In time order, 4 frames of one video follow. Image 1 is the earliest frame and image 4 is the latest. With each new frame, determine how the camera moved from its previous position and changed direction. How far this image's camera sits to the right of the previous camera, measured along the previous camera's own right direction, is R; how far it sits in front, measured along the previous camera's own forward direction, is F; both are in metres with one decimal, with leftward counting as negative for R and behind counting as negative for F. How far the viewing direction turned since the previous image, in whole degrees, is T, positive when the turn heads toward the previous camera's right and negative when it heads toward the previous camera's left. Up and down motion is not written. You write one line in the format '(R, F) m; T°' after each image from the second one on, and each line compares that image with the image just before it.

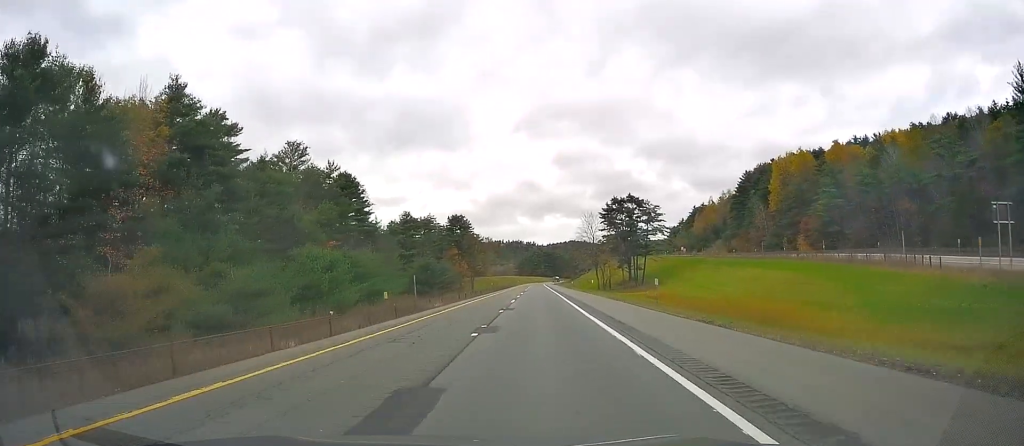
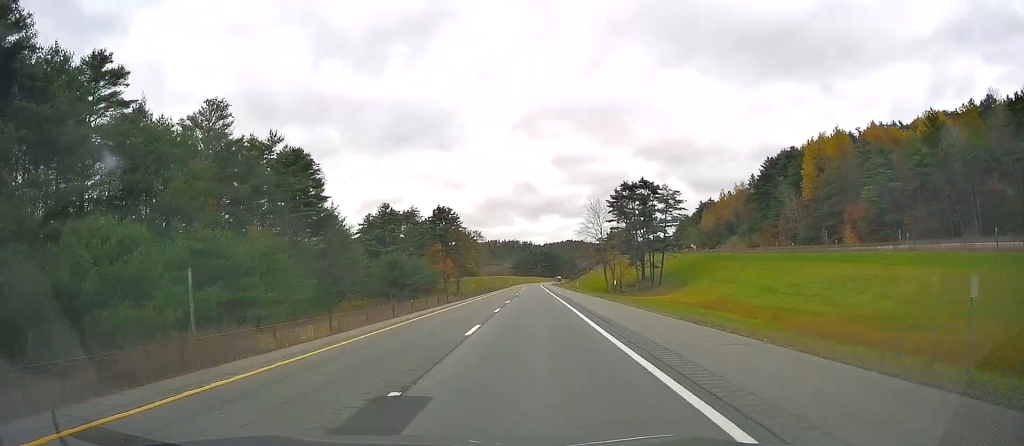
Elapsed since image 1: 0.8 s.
(+0.5, +23.7) m; 0°
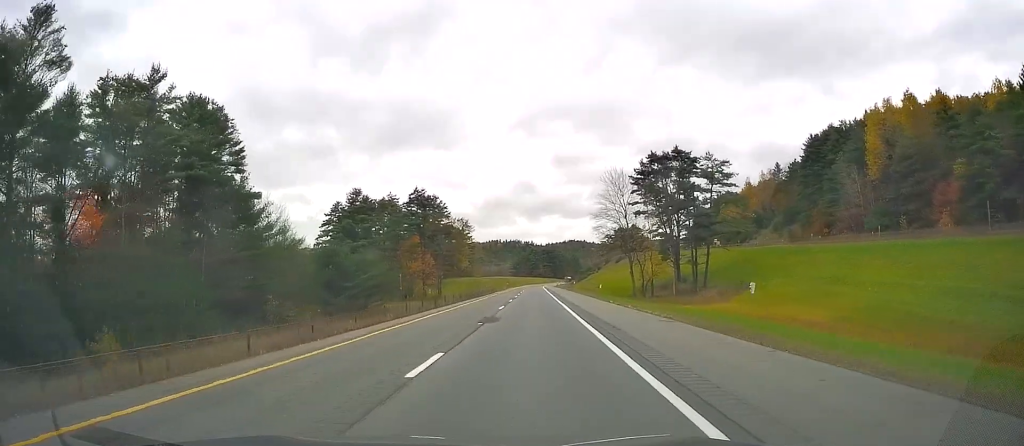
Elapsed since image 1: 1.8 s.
(-0.3, +30.6) m; -1°
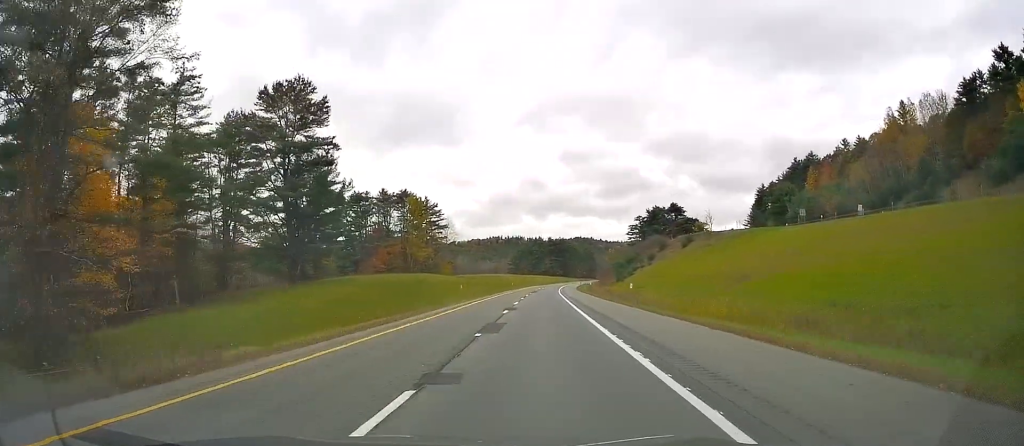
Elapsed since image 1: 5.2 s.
(+1.0, +100.9) m; 0°
